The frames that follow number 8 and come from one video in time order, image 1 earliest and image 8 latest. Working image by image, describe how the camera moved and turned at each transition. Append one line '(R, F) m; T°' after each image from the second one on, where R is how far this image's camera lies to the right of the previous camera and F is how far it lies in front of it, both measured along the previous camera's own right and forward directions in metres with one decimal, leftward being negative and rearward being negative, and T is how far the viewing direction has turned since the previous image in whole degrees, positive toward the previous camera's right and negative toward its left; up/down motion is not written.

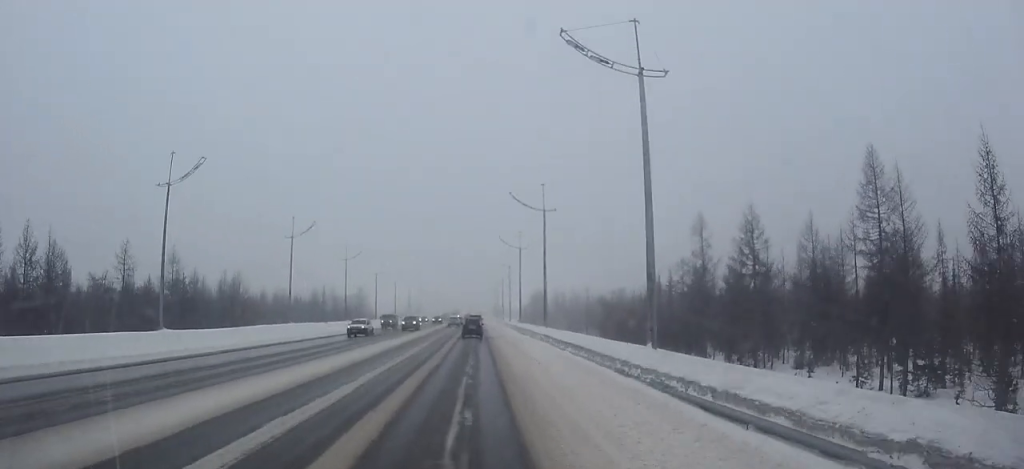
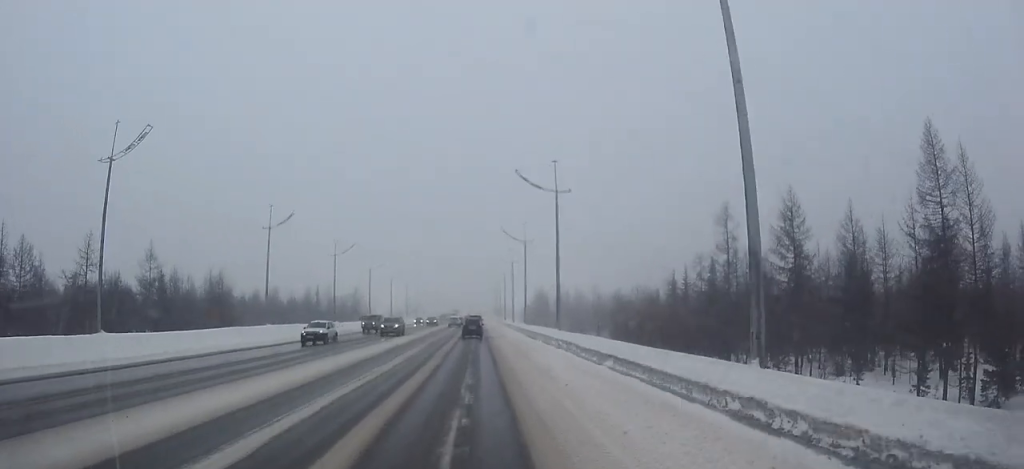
(0.0, +6.7) m; 0°
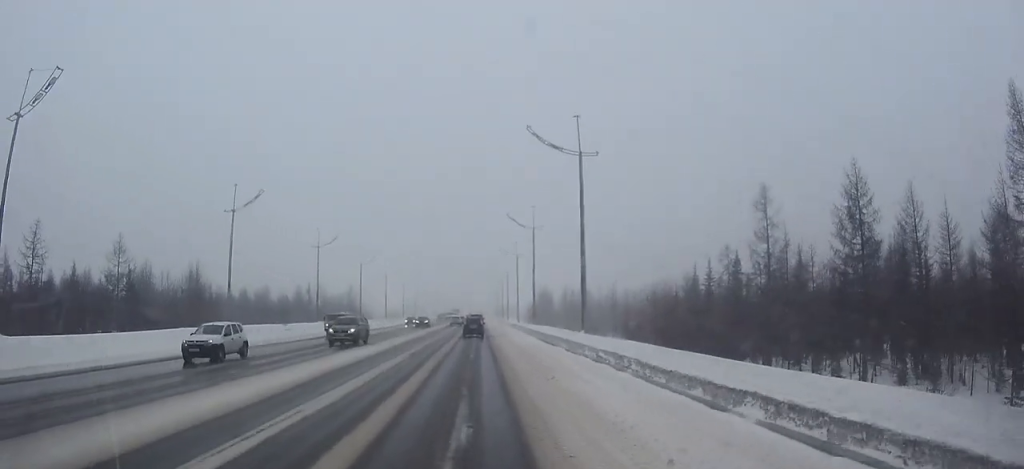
(0.0, +8.4) m; 0°
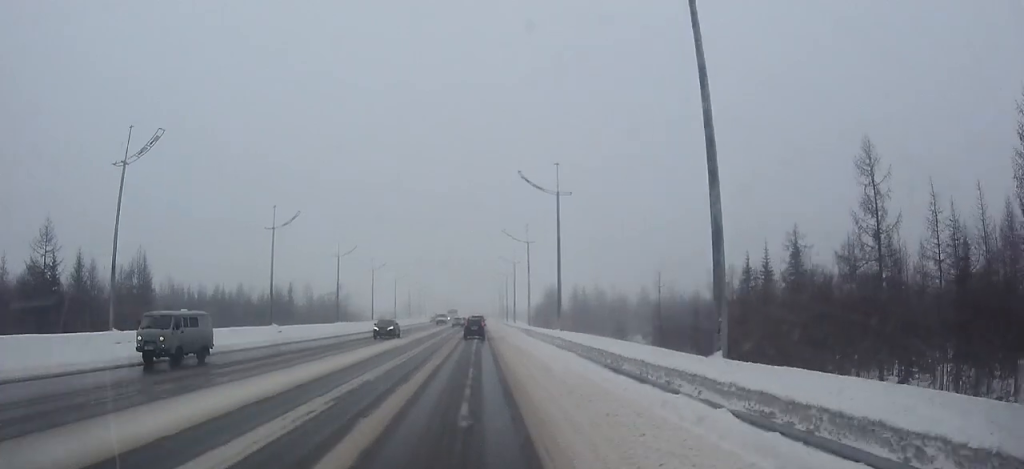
(0.0, +15.6) m; 0°
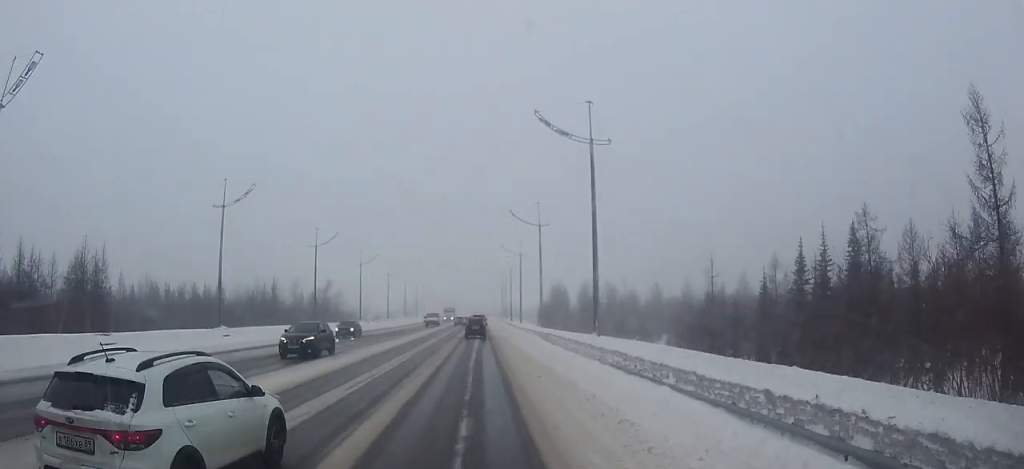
(0.0, +11.1) m; 0°
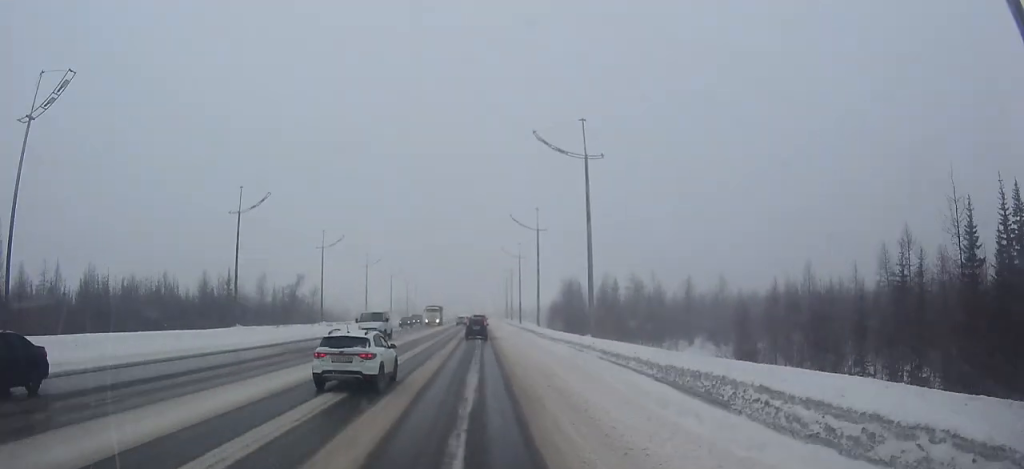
(0.0, +22.1) m; 0°
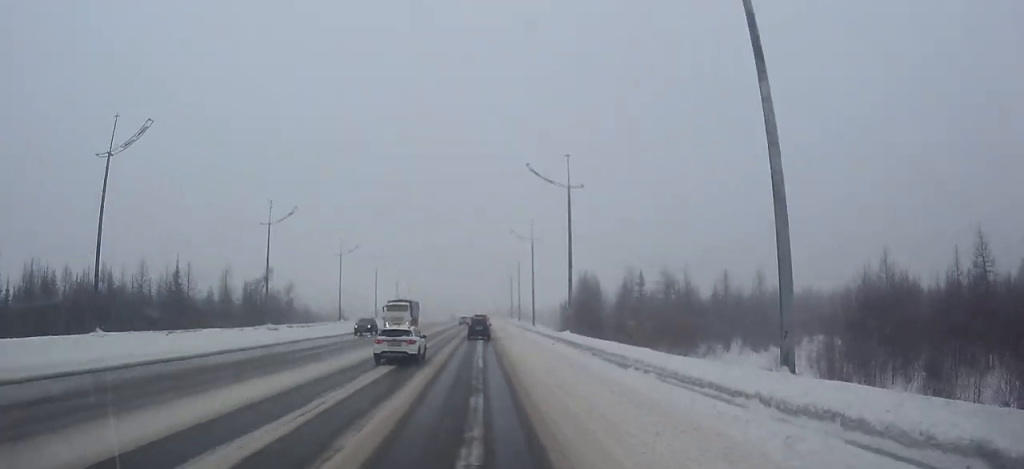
(0.0, +18.2) m; 0°
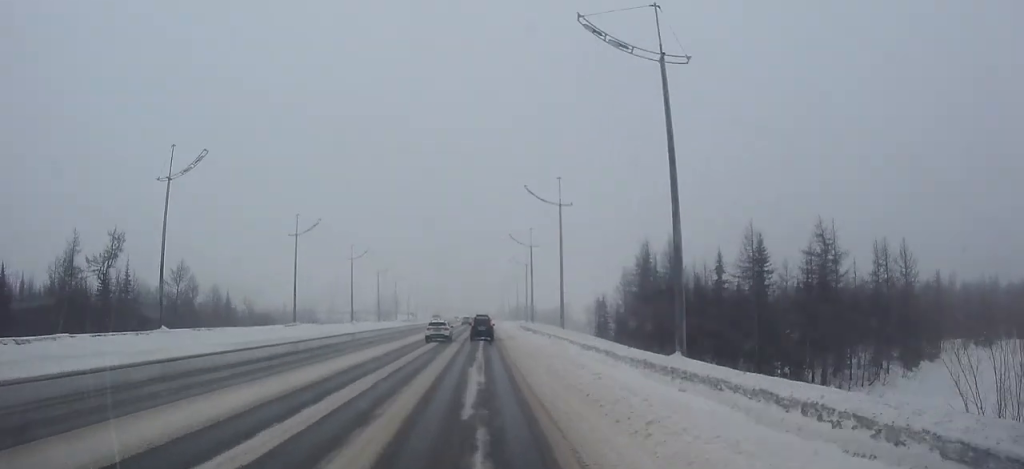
(0.0, +43.9) m; 0°
